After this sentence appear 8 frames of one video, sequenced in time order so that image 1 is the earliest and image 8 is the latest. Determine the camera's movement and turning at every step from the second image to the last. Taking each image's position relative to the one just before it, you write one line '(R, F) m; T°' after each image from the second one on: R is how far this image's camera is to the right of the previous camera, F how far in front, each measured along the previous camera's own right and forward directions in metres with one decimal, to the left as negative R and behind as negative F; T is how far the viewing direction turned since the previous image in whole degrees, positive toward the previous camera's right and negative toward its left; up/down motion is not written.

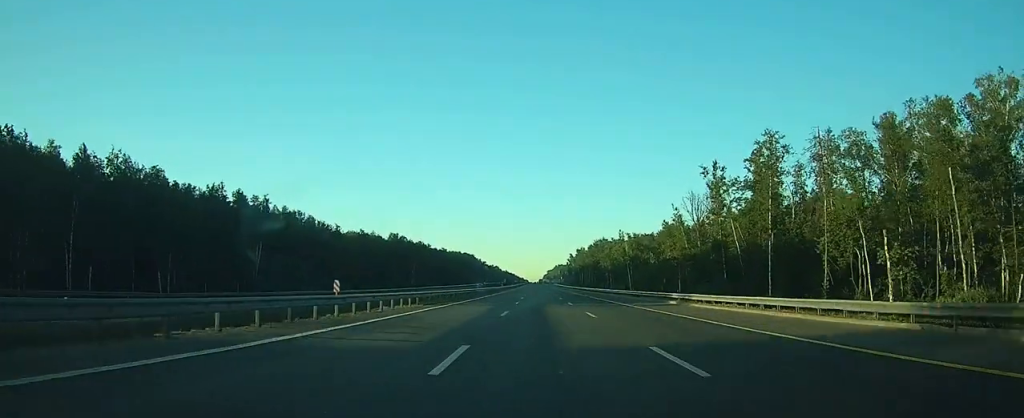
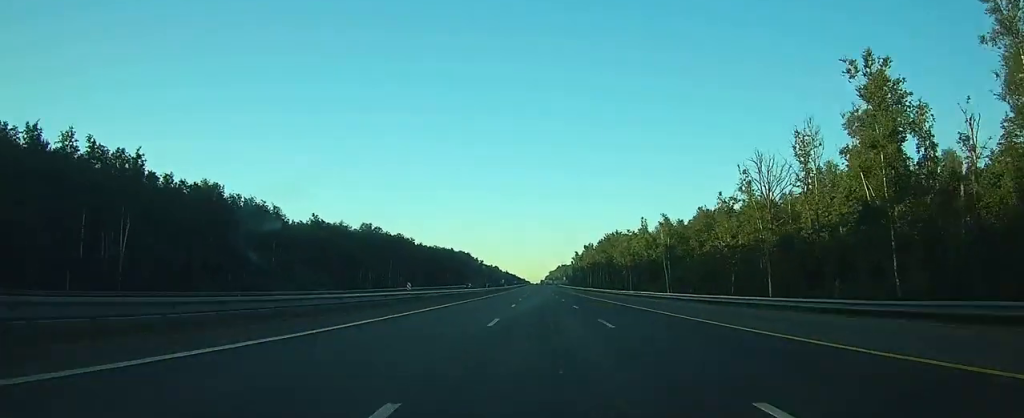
(0.0, +37.9) m; 0°
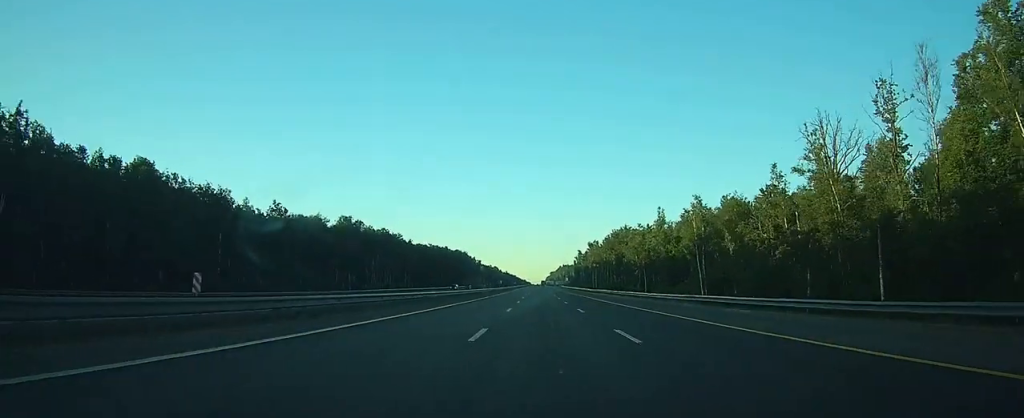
(0.0, +20.7) m; 0°
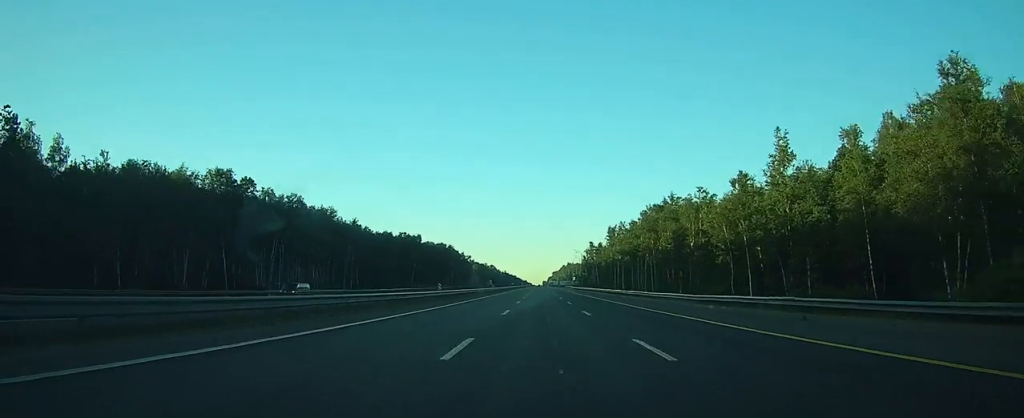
(-0.3, +67.6) m; 0°
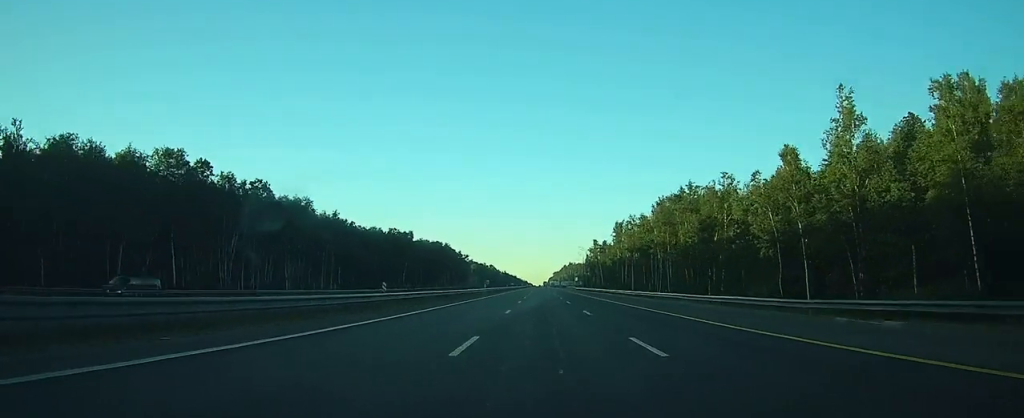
(0.0, +15.3) m; 0°
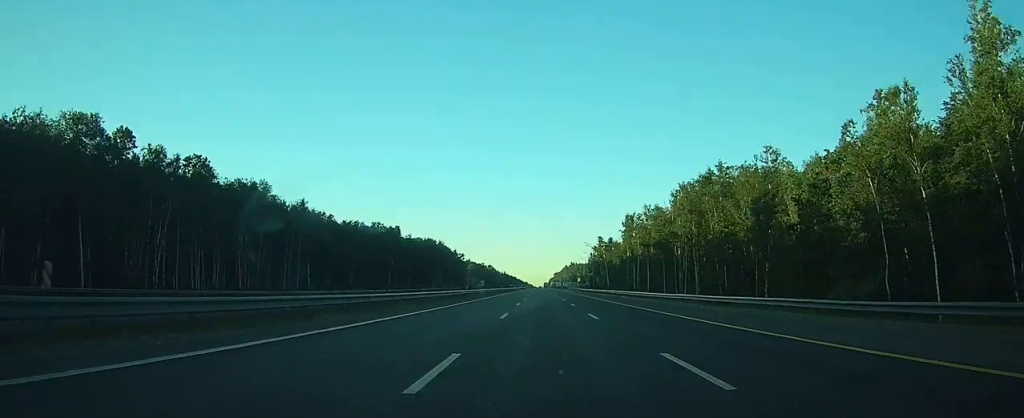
(0.0, +19.7) m; 0°
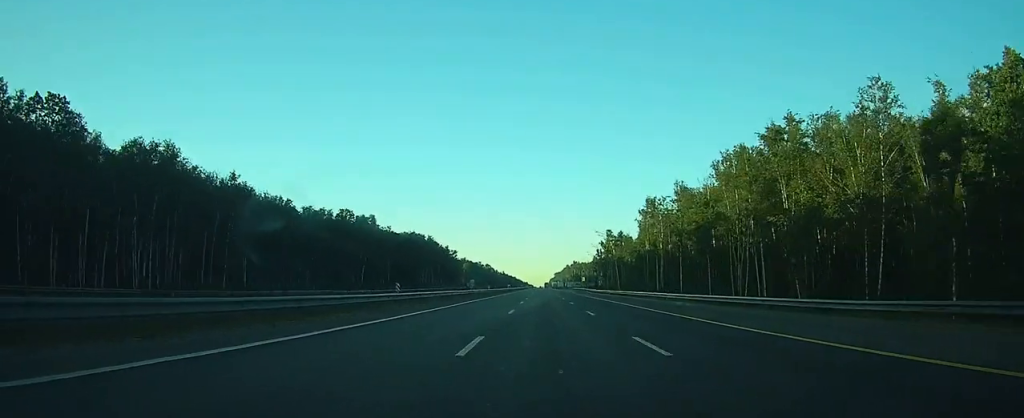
(0.0, +28.4) m; 0°
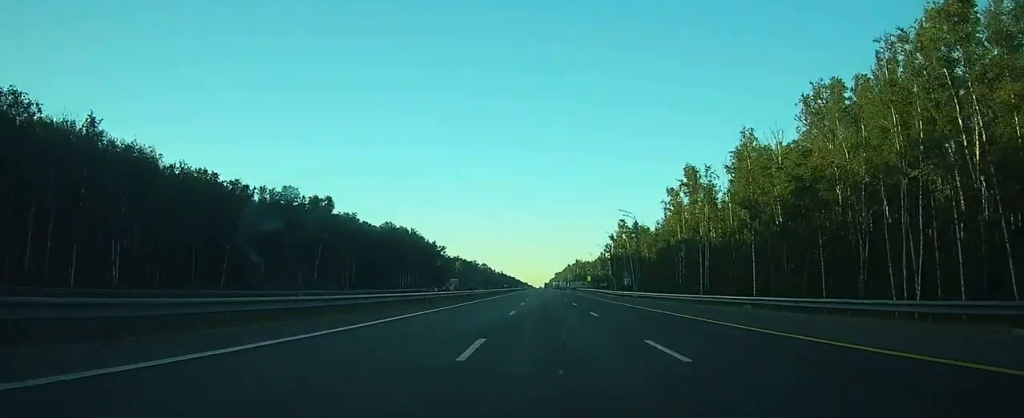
(0.0, +32.8) m; 0°
